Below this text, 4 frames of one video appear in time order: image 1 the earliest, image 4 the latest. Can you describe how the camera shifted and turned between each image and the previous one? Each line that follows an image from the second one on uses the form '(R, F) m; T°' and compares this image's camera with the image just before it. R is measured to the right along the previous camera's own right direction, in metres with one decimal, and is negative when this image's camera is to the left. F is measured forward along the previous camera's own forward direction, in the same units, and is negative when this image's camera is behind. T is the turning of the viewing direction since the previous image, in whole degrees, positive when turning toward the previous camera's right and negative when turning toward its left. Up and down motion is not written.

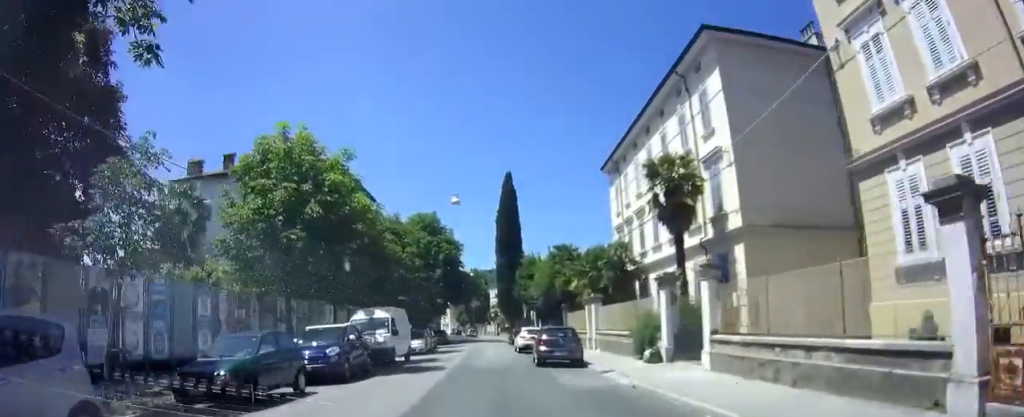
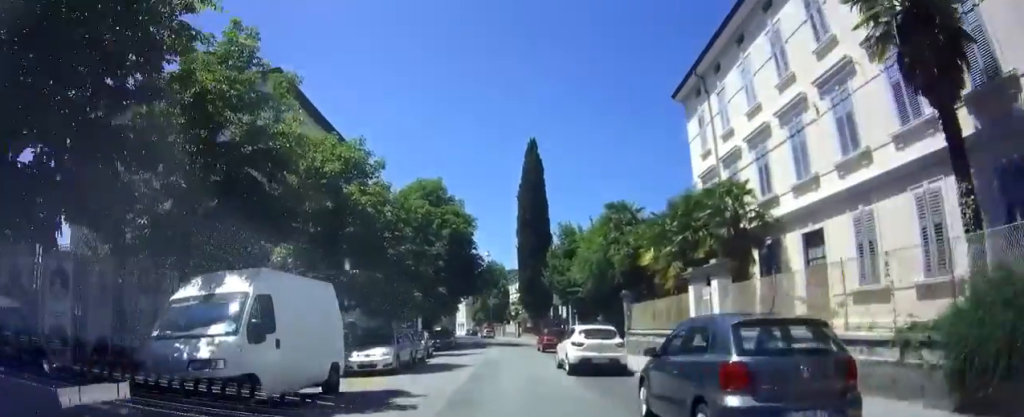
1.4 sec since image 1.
(-0.3, +13.4) m; 0°
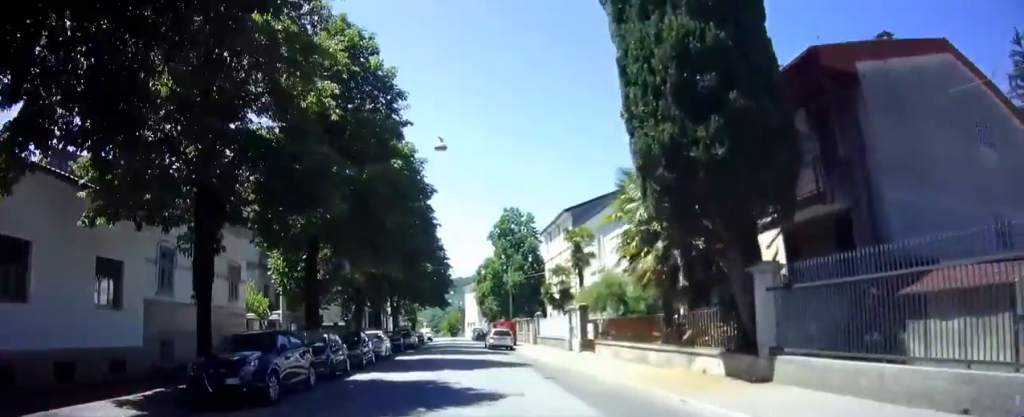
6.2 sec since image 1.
(-0.9, +48.1) m; -3°
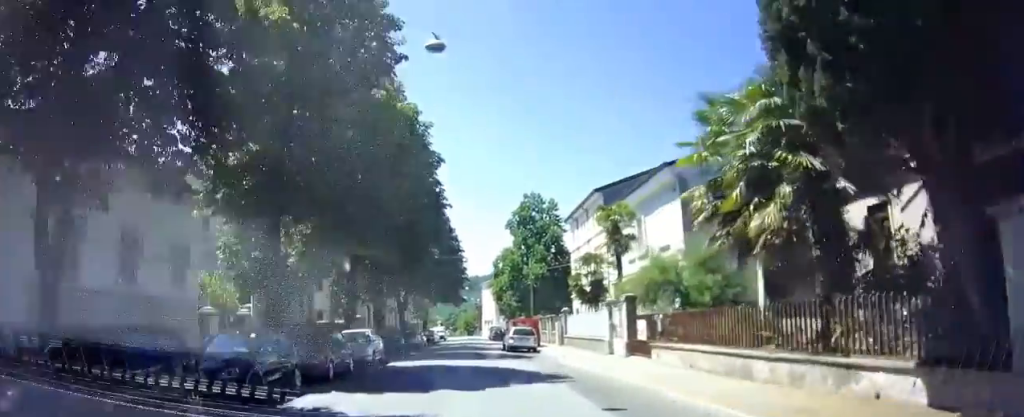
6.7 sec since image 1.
(+0.1, +5.9) m; -1°
